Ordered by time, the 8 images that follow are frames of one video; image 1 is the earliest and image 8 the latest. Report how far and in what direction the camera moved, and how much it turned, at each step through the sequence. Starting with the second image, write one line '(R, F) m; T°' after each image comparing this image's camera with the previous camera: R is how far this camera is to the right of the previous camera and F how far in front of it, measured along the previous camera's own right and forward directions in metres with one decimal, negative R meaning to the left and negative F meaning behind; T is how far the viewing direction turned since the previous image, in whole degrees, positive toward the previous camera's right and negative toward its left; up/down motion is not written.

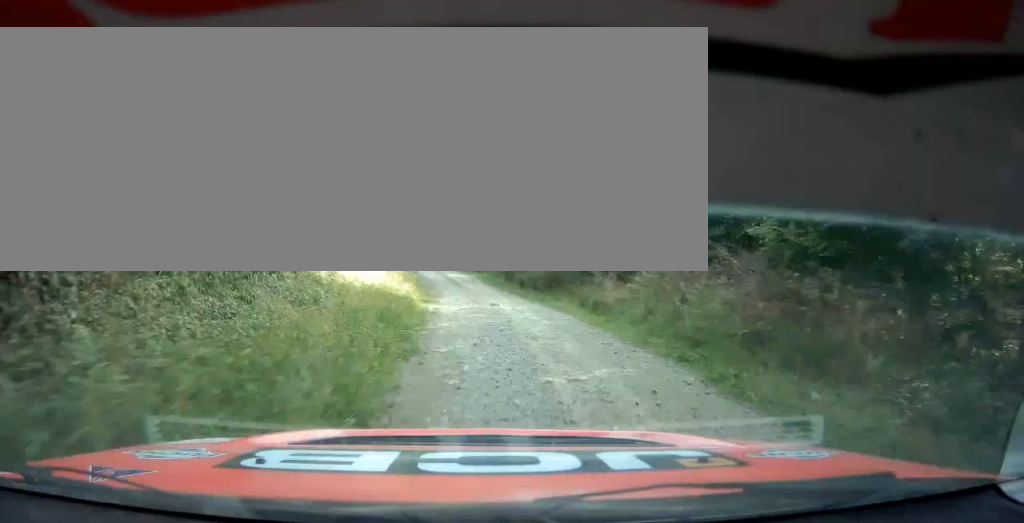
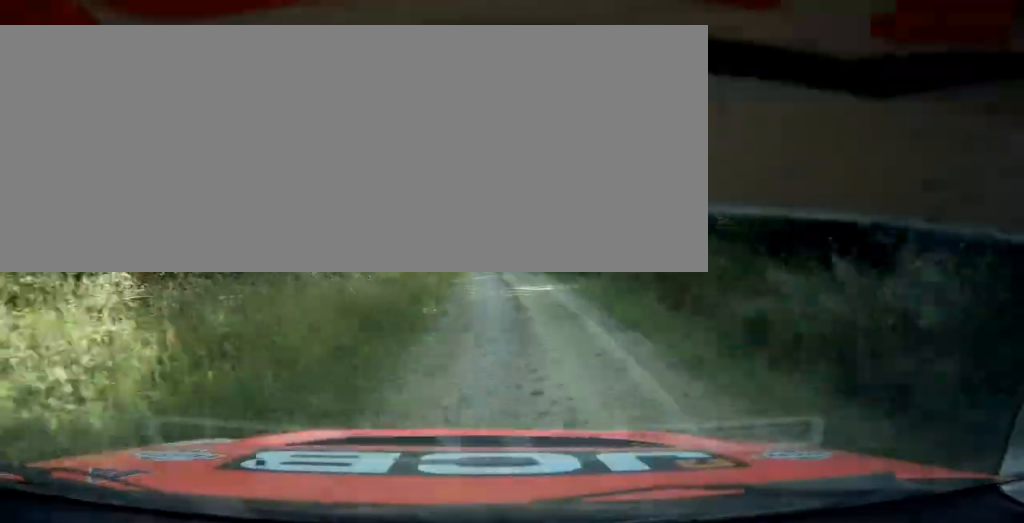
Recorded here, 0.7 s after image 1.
(0.0, +23.8) m; 0°
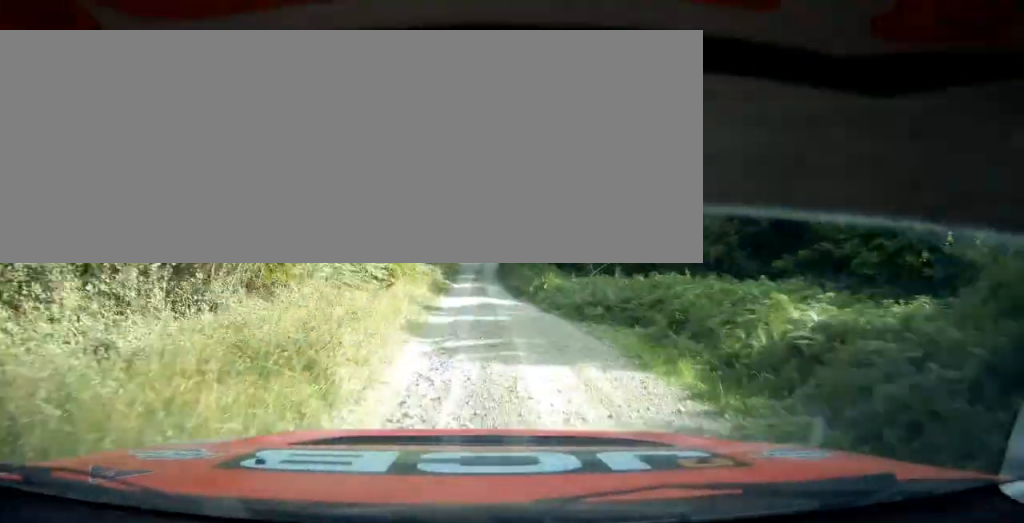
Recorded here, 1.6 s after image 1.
(0.0, +31.4) m; 0°
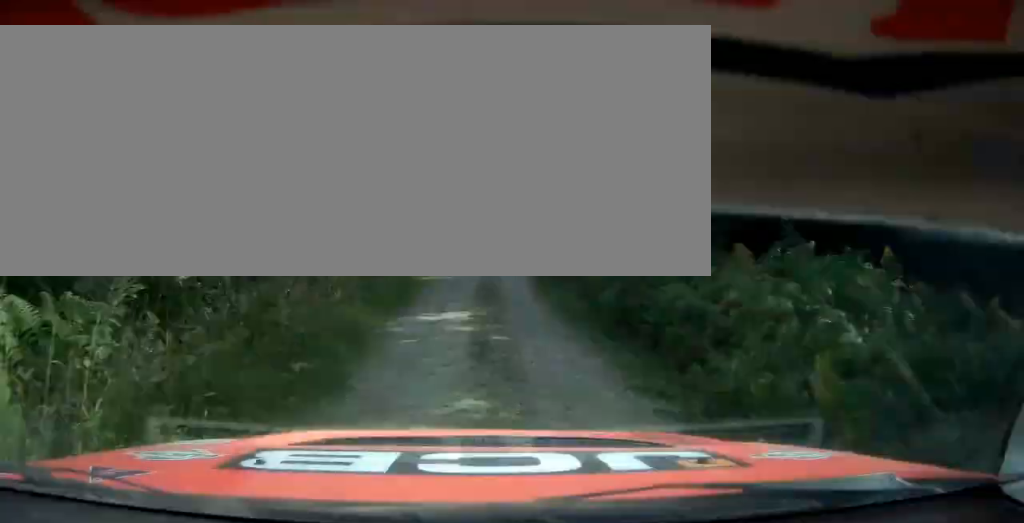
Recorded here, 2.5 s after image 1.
(0.0, +30.3) m; 0°
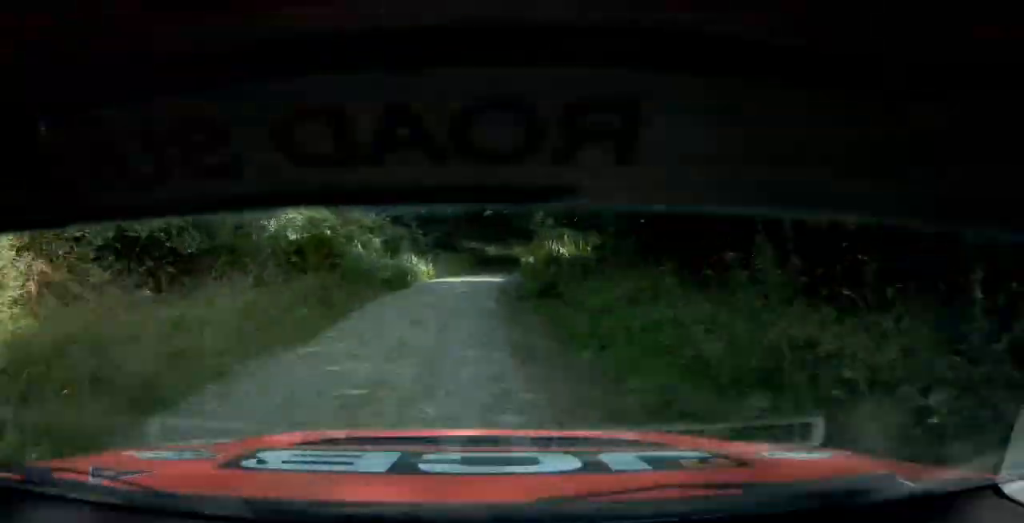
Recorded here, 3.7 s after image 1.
(+0.6, +41.5) m; +4°
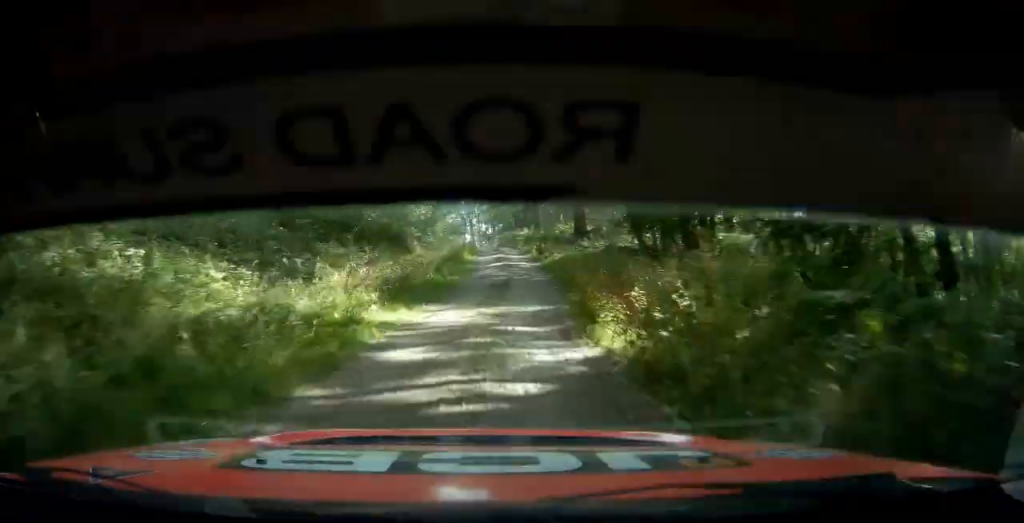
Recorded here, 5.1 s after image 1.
(+3.7, +48.5) m; +8°
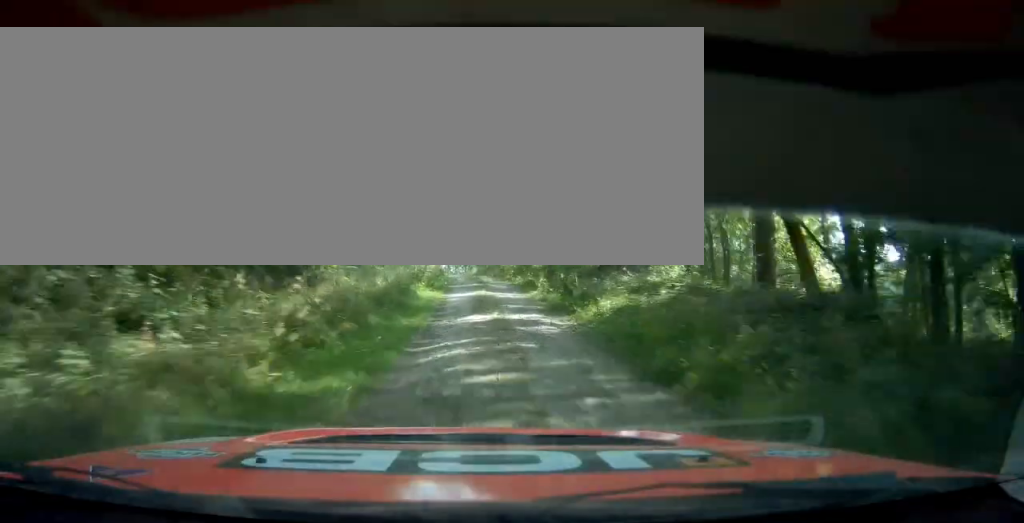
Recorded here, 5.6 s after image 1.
(+0.2, +15.0) m; 0°
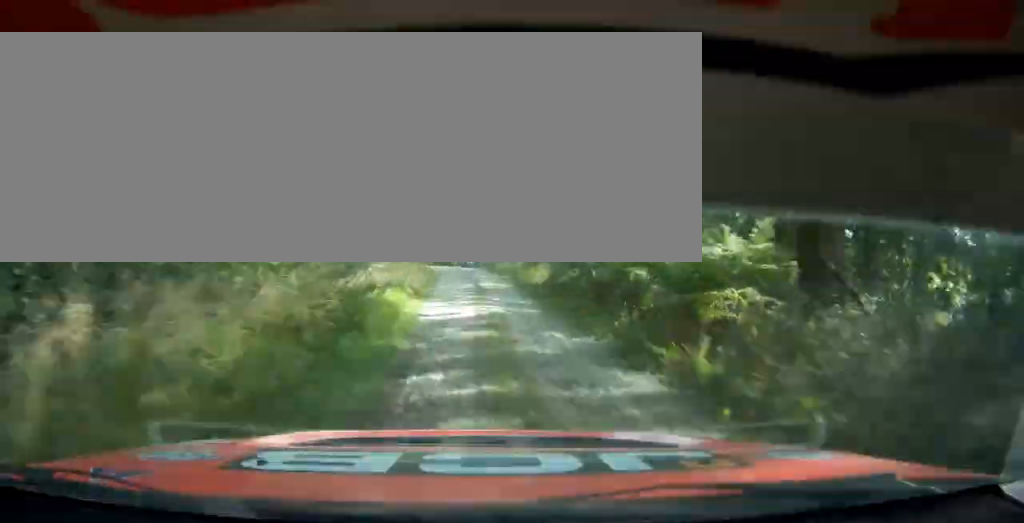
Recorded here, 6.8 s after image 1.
(-0.8, +36.6) m; -3°
